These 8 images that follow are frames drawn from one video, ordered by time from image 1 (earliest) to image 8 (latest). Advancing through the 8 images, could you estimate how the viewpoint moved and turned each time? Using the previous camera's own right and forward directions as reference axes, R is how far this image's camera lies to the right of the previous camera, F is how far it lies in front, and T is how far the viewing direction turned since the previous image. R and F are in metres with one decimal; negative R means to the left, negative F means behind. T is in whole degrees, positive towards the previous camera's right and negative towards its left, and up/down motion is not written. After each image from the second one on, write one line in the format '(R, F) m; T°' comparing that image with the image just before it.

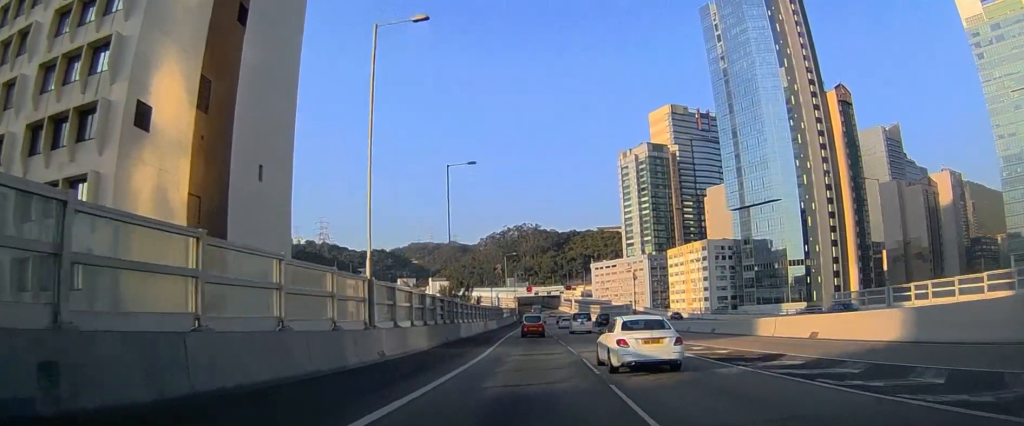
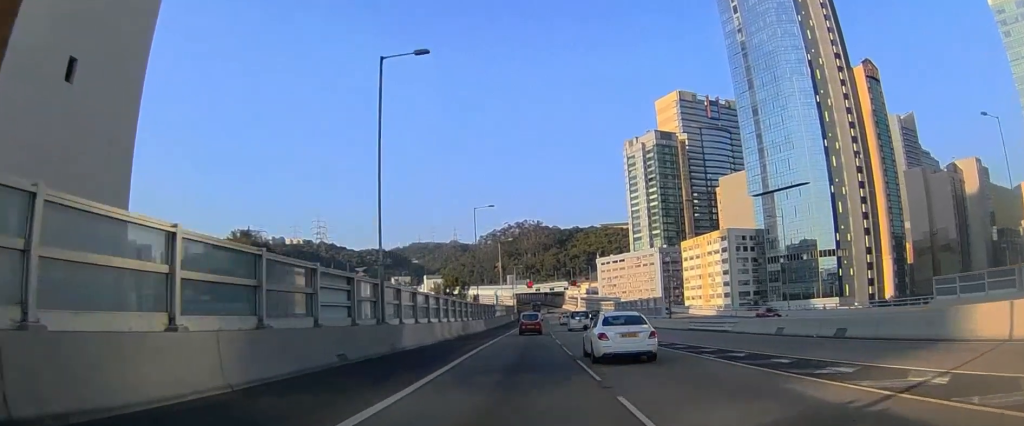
(0.0, +19.5) m; 0°
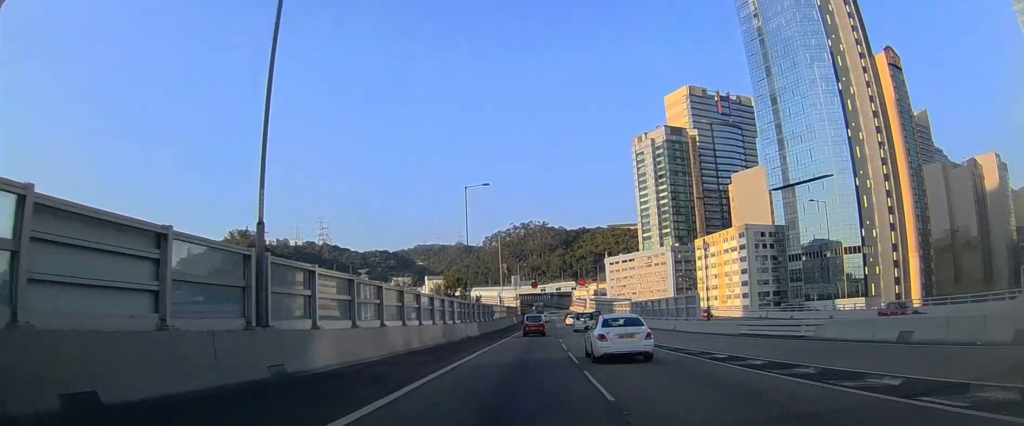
(0.0, +11.3) m; 0°
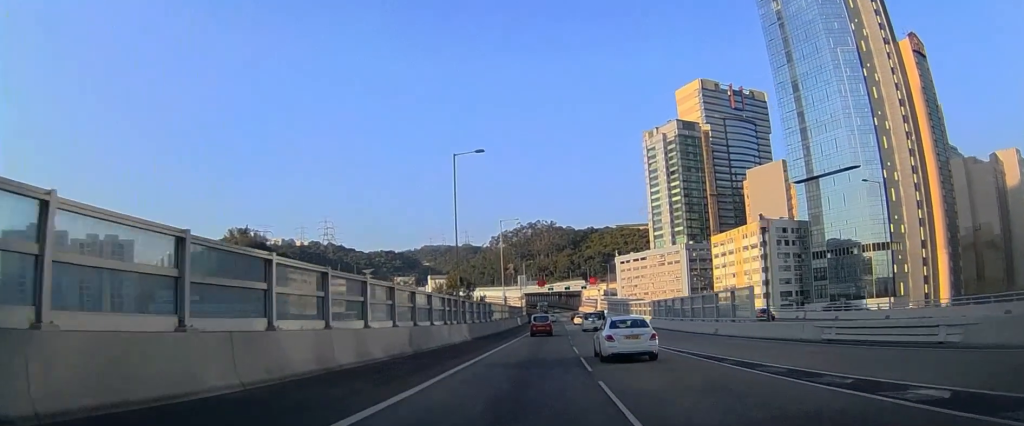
(0.0, +10.7) m; 0°
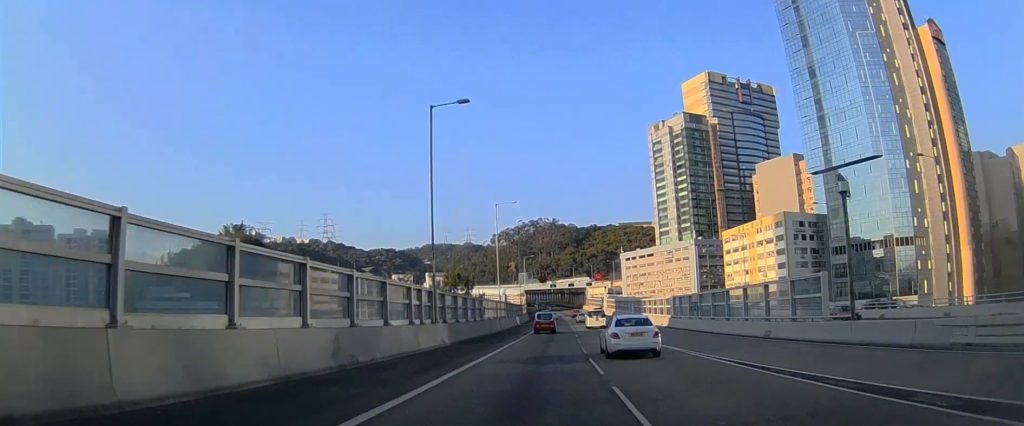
(0.0, +9.6) m; 0°
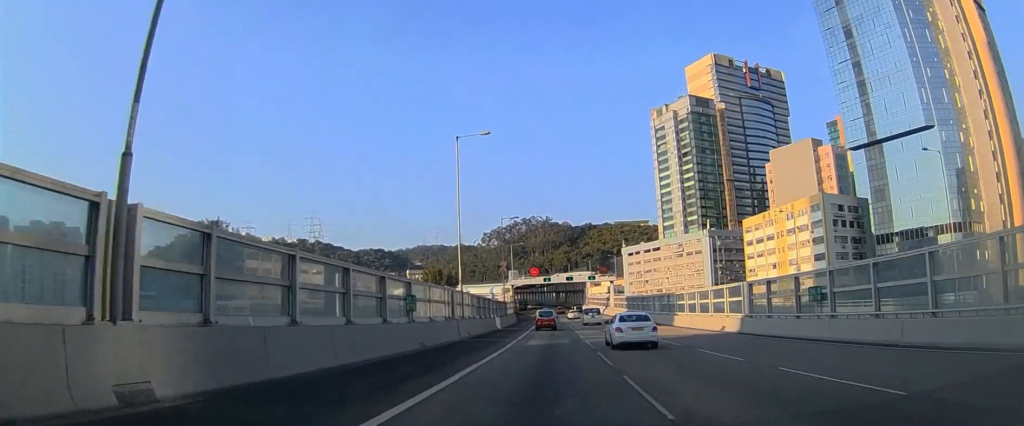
(0.0, +24.1) m; 0°
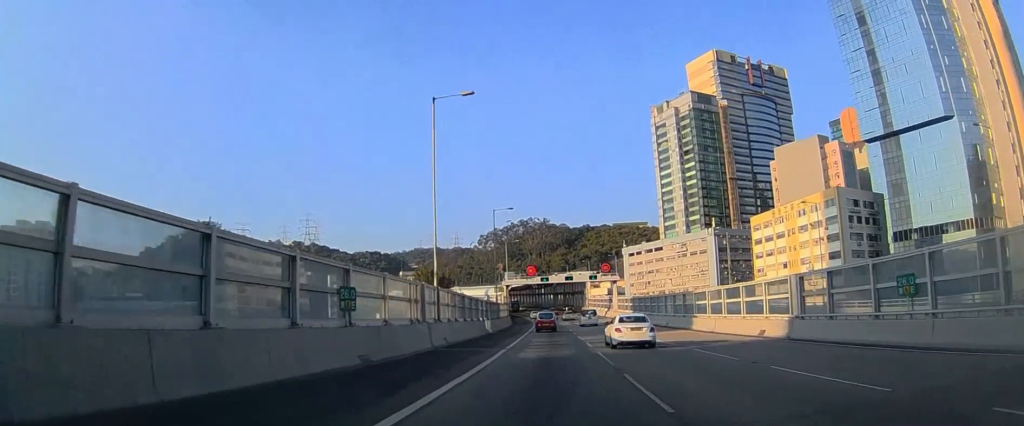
(0.0, +7.9) m; 0°
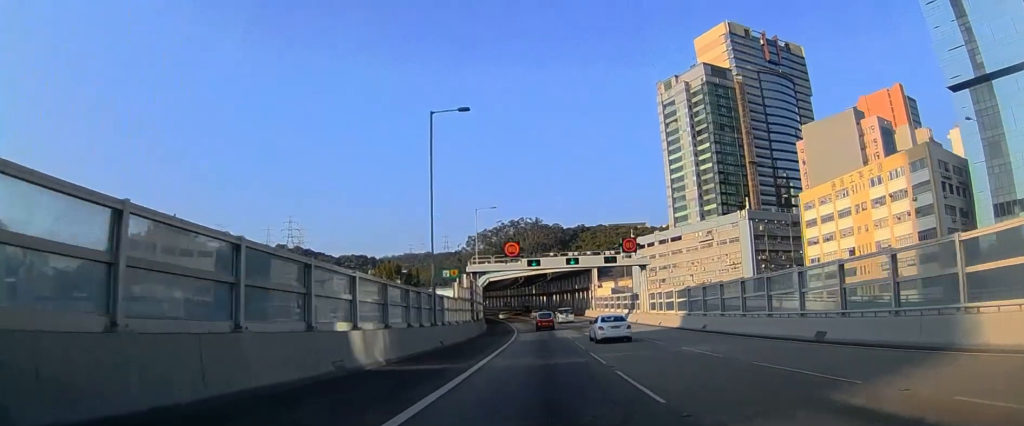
(0.0, +33.5) m; 0°
